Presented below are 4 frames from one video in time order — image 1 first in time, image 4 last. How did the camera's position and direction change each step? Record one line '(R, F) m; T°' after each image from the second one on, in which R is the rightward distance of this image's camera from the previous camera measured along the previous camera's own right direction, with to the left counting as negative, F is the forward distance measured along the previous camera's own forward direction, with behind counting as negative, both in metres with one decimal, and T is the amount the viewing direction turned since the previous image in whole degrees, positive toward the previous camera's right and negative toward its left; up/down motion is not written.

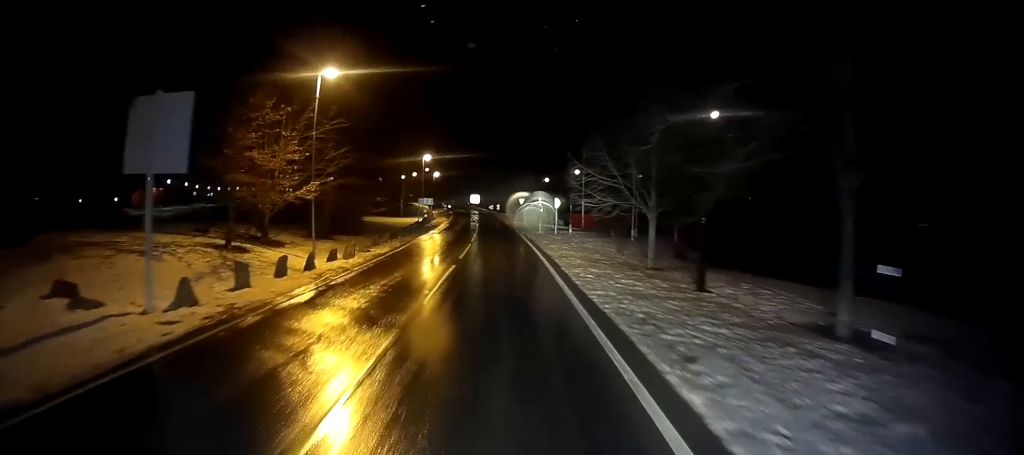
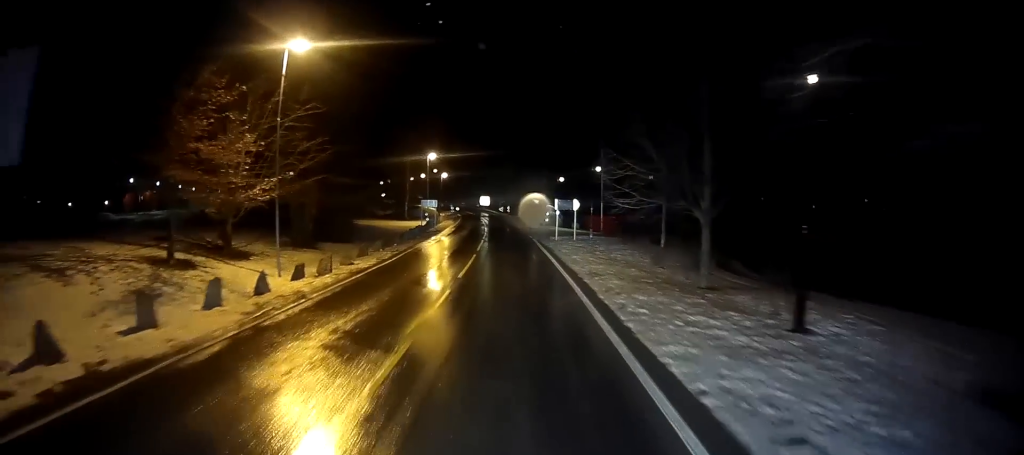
(-0.1, +5.8) m; -1°
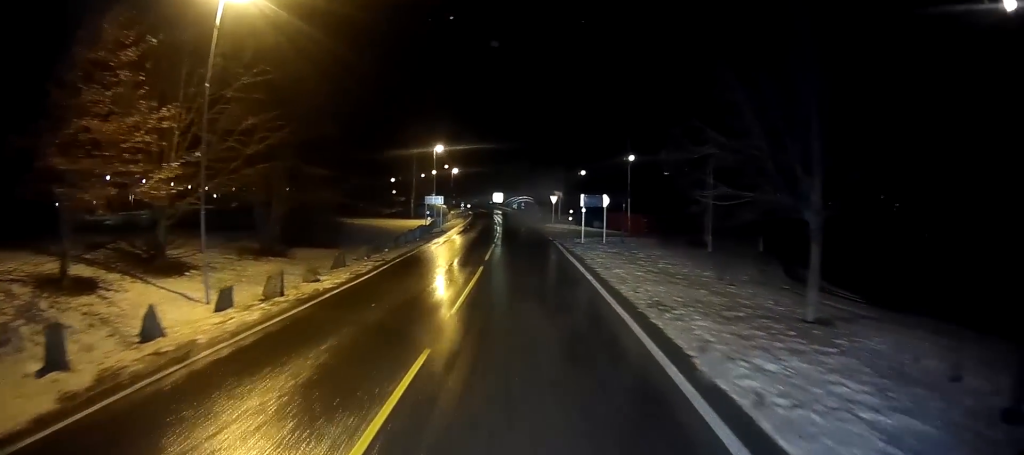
(0.0, +6.8) m; 0°
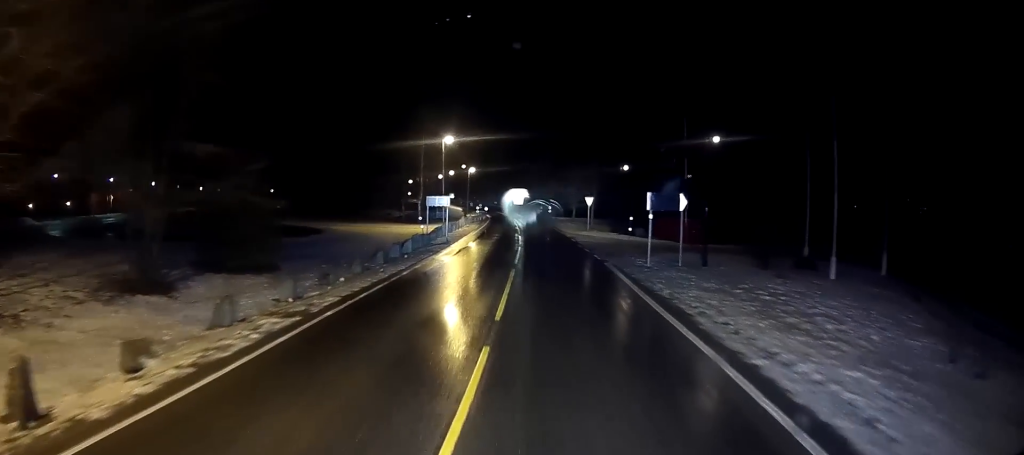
(+0.2, +11.7) m; 0°
